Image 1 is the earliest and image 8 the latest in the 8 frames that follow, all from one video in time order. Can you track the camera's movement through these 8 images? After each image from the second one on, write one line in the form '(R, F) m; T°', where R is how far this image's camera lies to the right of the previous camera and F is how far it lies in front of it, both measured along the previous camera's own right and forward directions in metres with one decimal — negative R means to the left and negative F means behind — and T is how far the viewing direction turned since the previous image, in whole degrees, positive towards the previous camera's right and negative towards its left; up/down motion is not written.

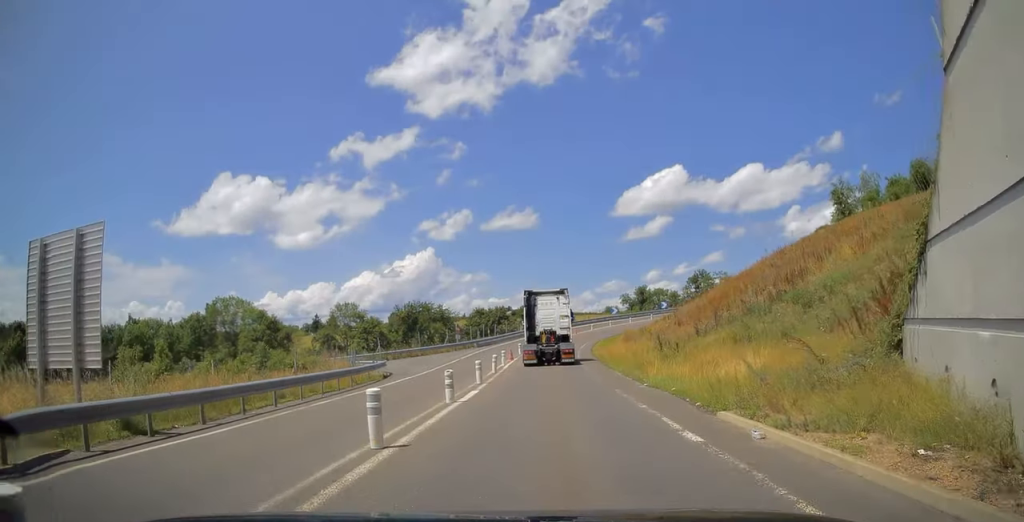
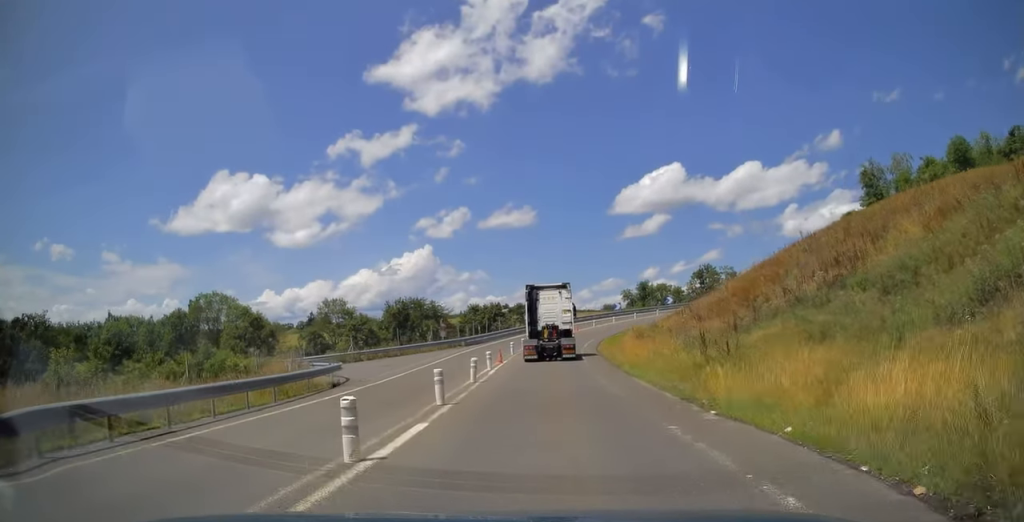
(+0.1, +7.3) m; +1°
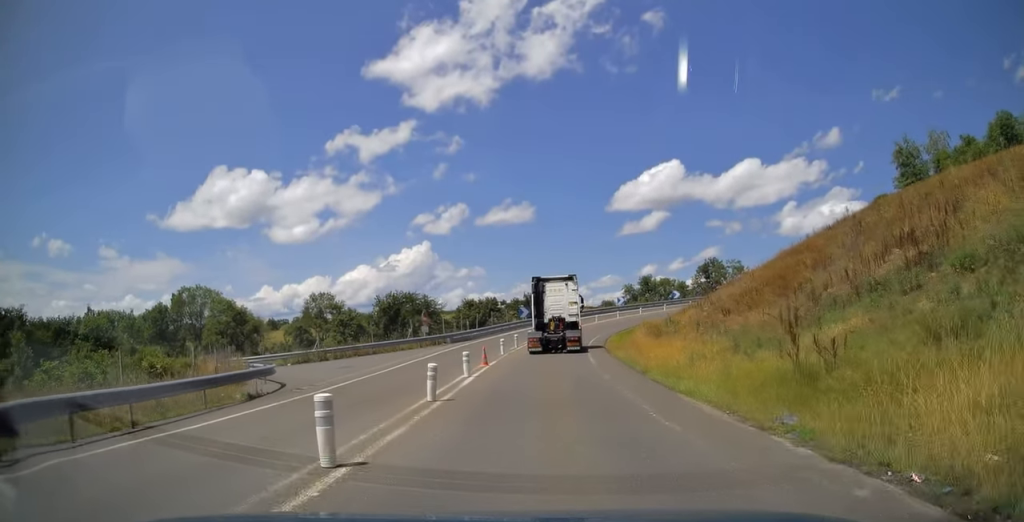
(+0.1, +7.1) m; +1°
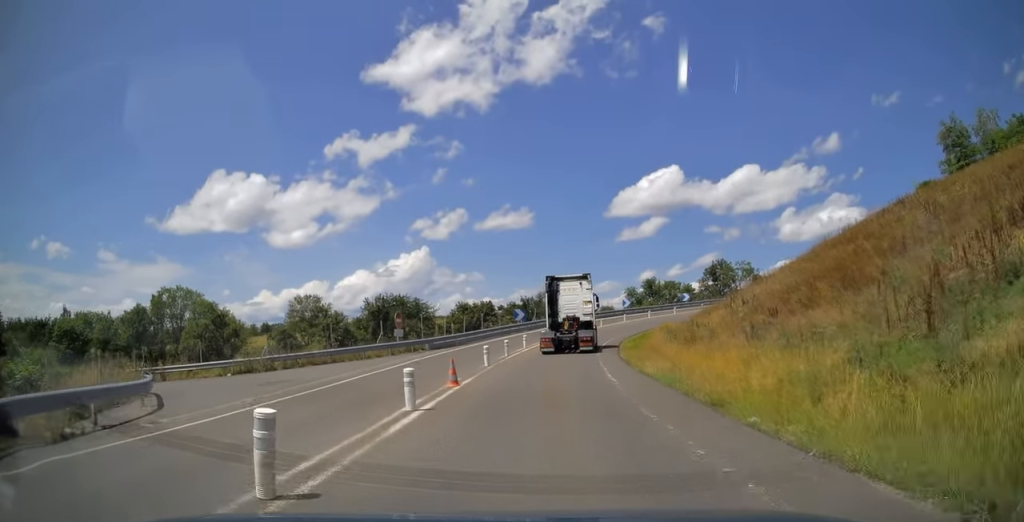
(+0.1, +8.0) m; 0°
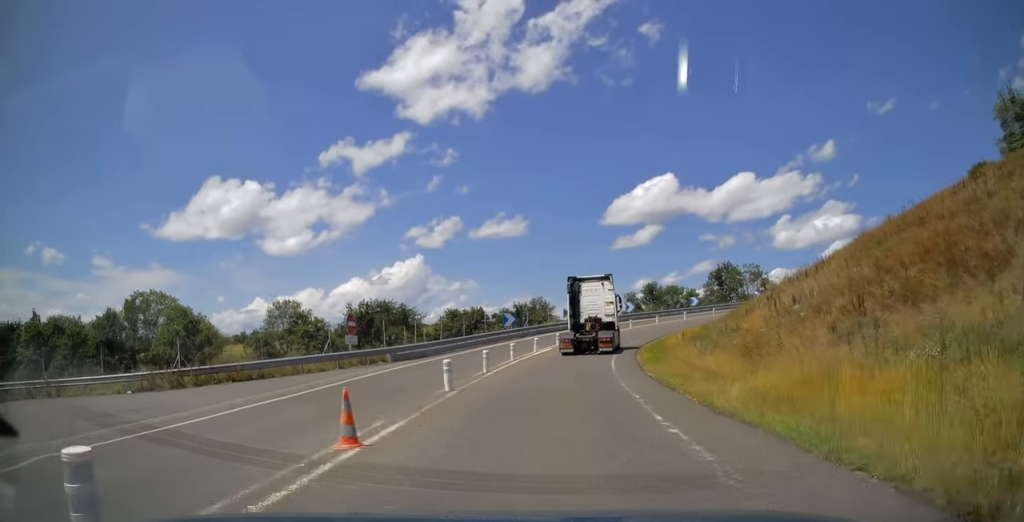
(-0.1, +8.5) m; +1°
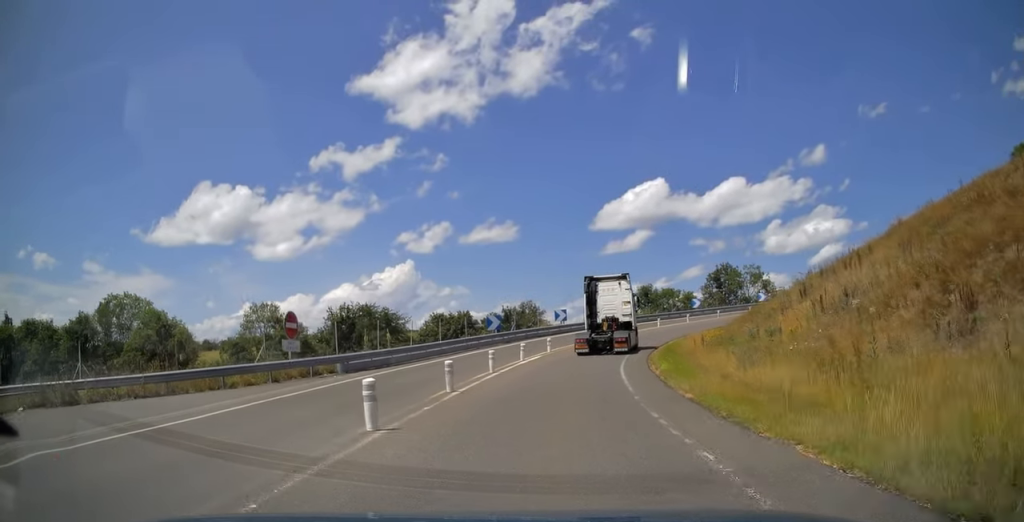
(0.0, +6.1) m; +1°
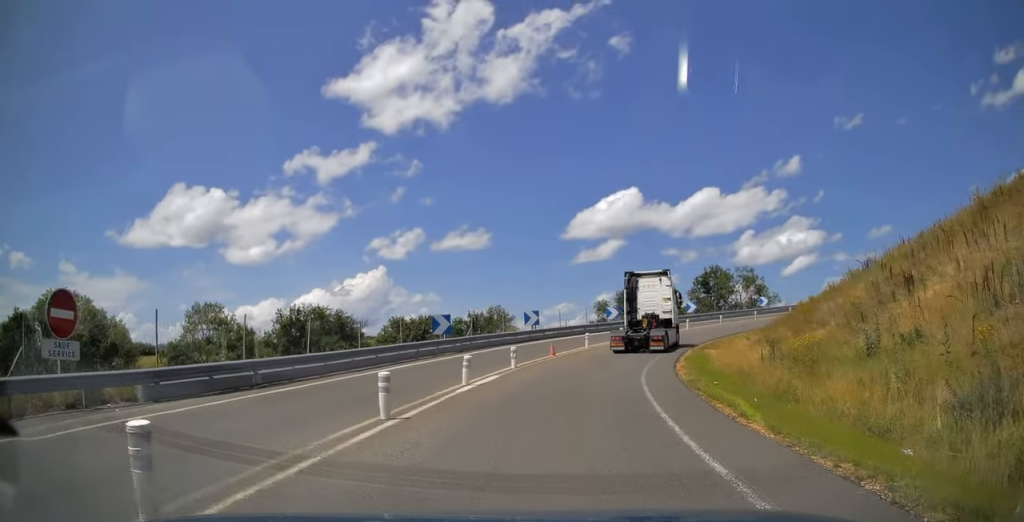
(+0.3, +11.2) m; +2°
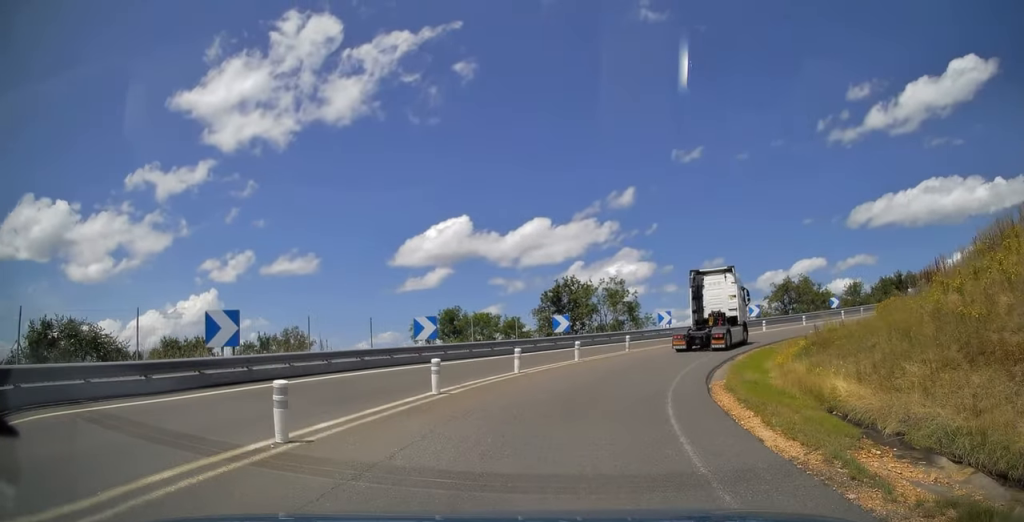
(+1.6, +25.9) m; +11°
